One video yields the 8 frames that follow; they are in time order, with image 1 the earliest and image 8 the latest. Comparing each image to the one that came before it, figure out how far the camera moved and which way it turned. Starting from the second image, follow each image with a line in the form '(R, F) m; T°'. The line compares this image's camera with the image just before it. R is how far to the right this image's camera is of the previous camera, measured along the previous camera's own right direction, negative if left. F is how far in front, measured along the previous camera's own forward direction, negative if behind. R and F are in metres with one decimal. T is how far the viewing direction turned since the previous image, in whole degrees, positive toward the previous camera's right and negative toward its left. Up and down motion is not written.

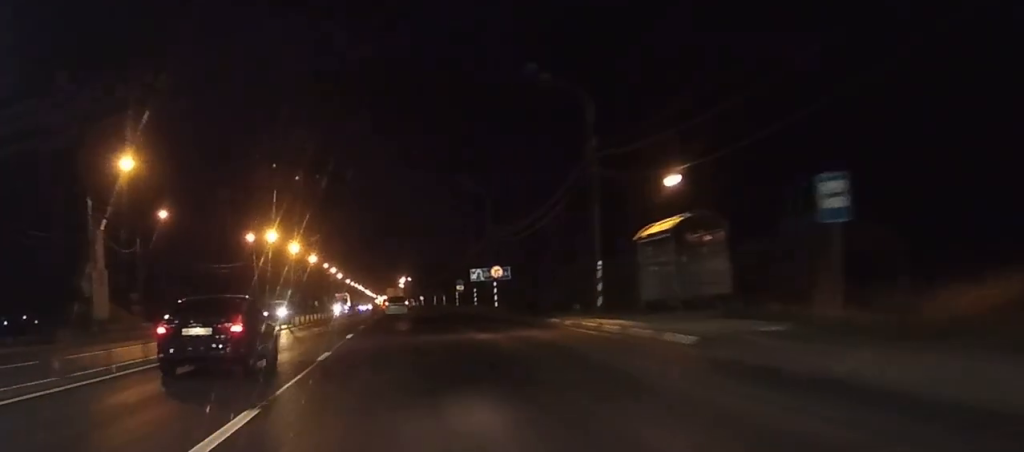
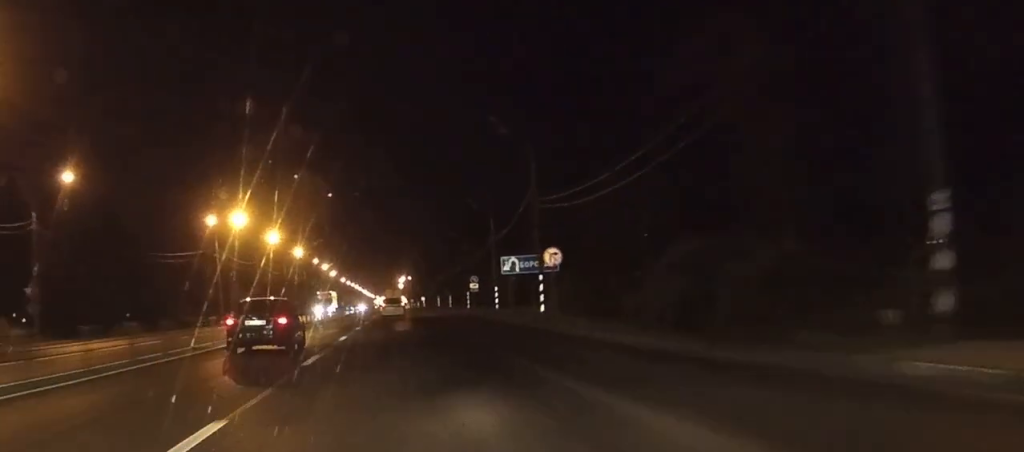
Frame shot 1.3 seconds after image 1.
(0.0, +24.4) m; 0°
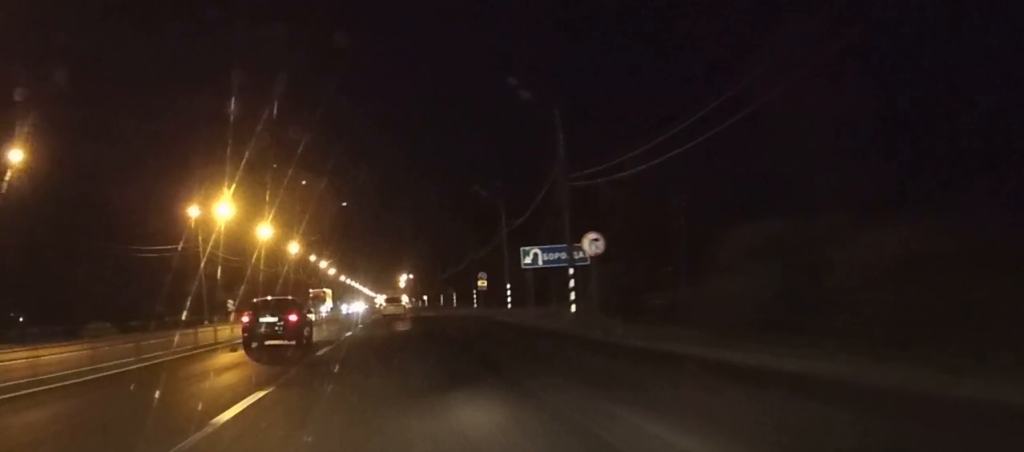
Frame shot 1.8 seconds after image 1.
(0.0, +8.7) m; 0°
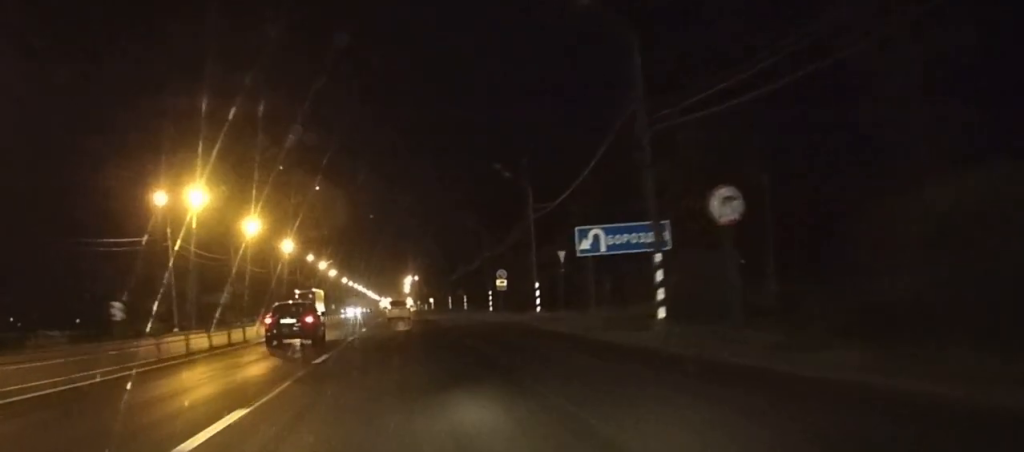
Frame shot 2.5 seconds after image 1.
(0.0, +13.7) m; 0°
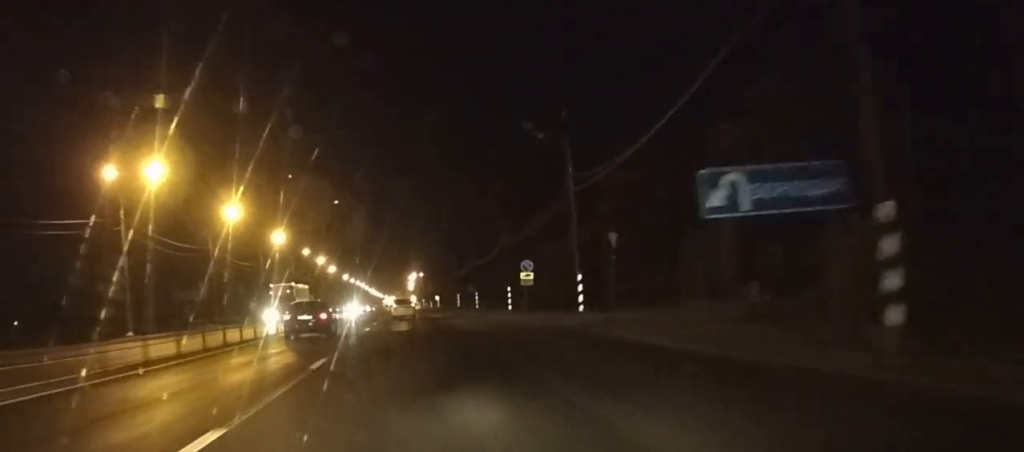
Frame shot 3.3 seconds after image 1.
(0.0, +13.8) m; 0°
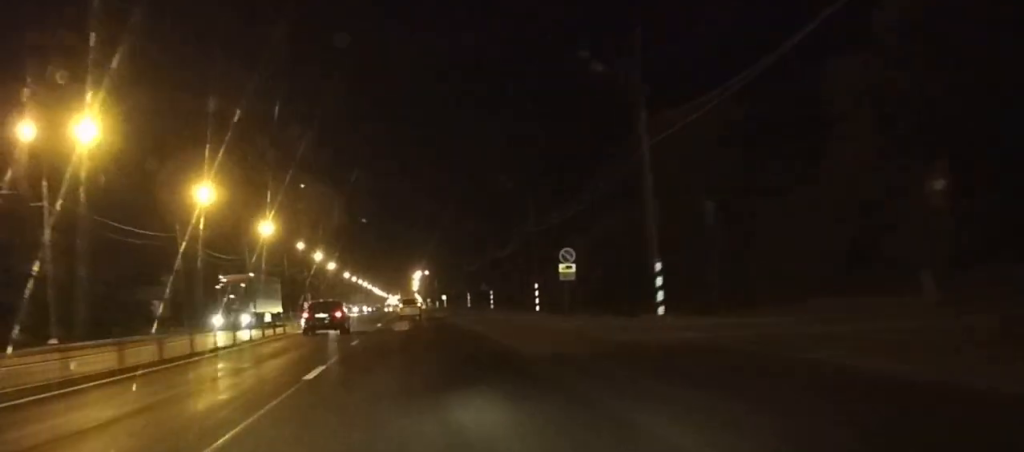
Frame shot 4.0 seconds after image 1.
(-0.1, +14.6) m; 0°
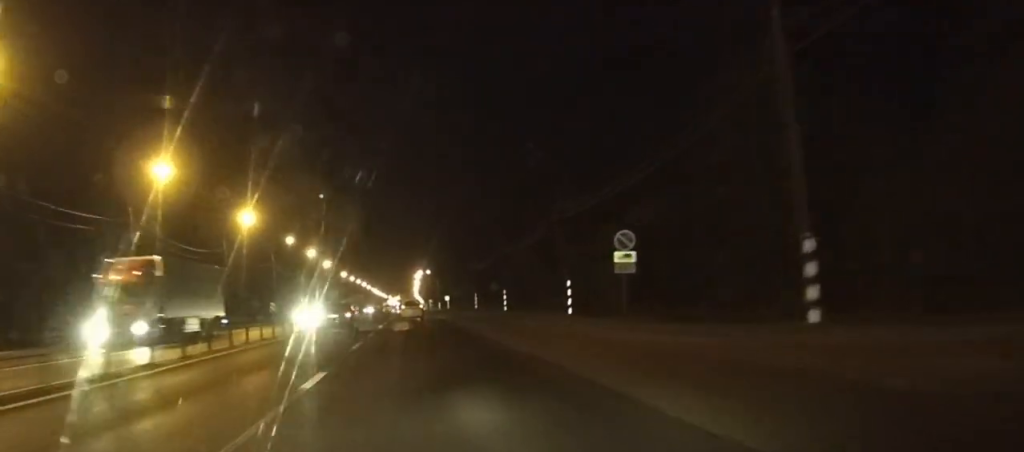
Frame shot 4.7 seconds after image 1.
(0.0, +13.4) m; 0°
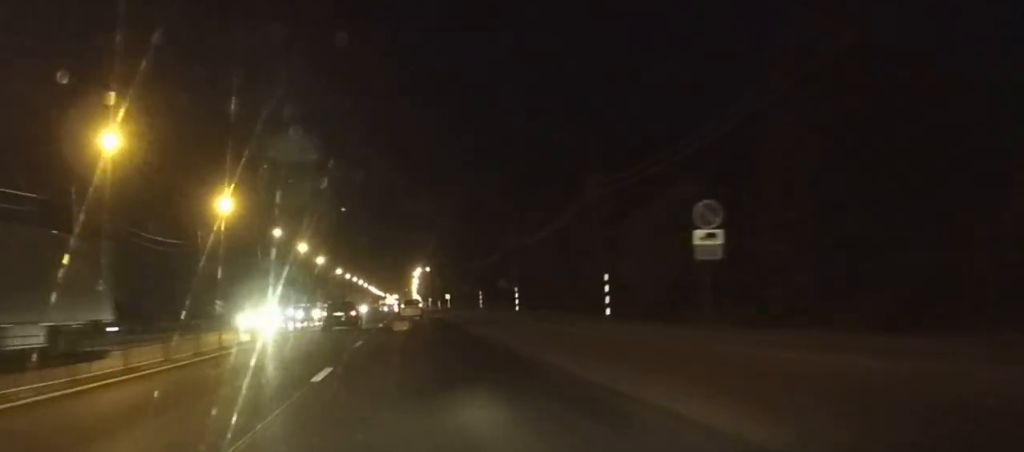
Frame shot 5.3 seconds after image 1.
(0.0, +10.9) m; 0°
